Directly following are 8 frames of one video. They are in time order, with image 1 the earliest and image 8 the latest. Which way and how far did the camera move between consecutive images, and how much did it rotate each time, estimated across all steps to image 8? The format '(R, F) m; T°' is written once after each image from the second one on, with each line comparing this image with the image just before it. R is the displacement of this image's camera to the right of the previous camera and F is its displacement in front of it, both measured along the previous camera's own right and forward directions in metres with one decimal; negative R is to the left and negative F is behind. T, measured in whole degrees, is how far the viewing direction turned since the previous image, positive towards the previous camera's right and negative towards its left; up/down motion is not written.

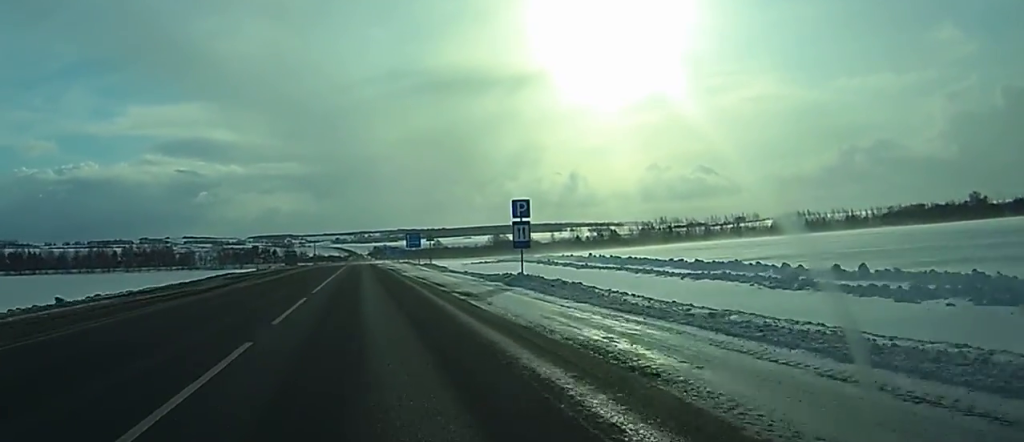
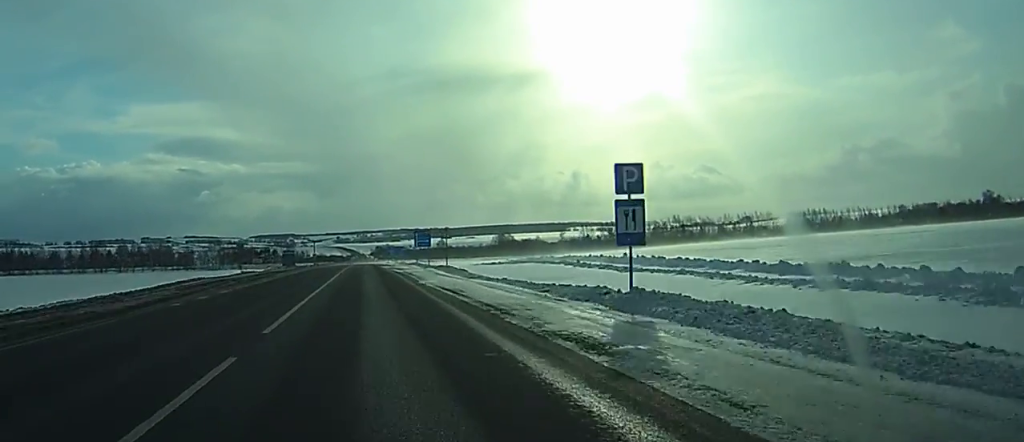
(0.0, +14.0) m; 0°
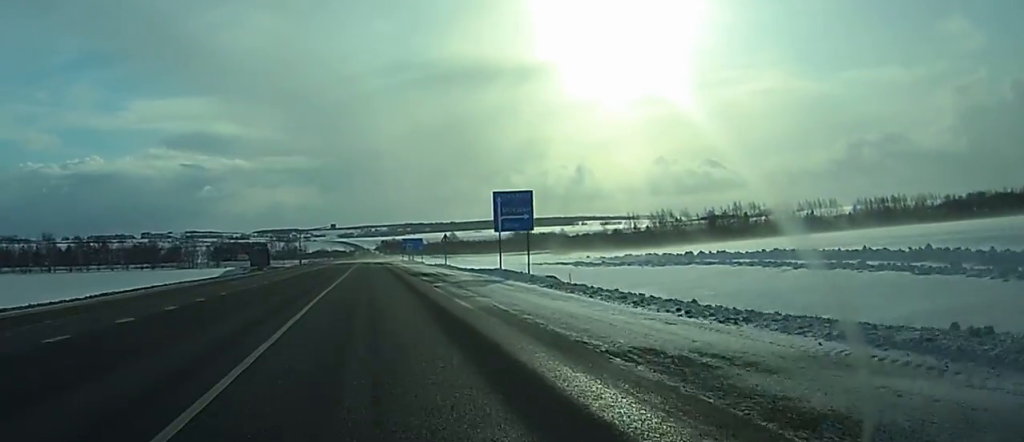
(-0.5, +64.1) m; -1°
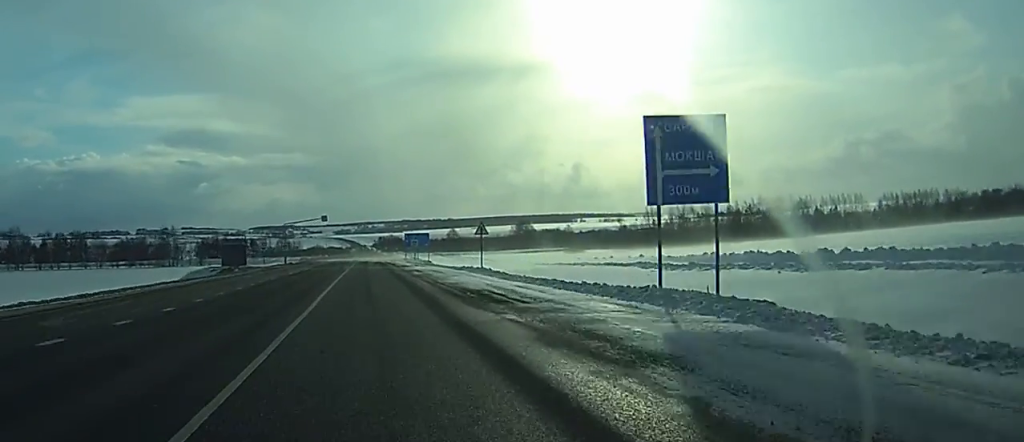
(0.0, +25.2) m; 0°
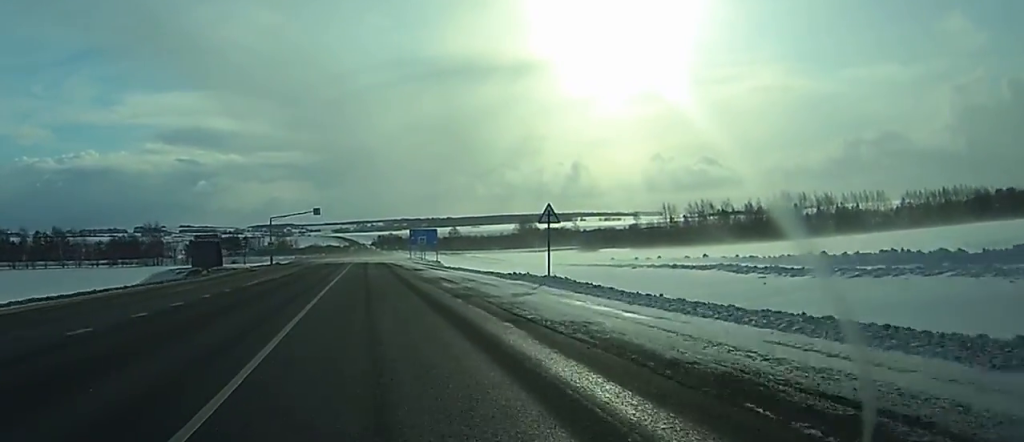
(0.0, +19.2) m; 0°
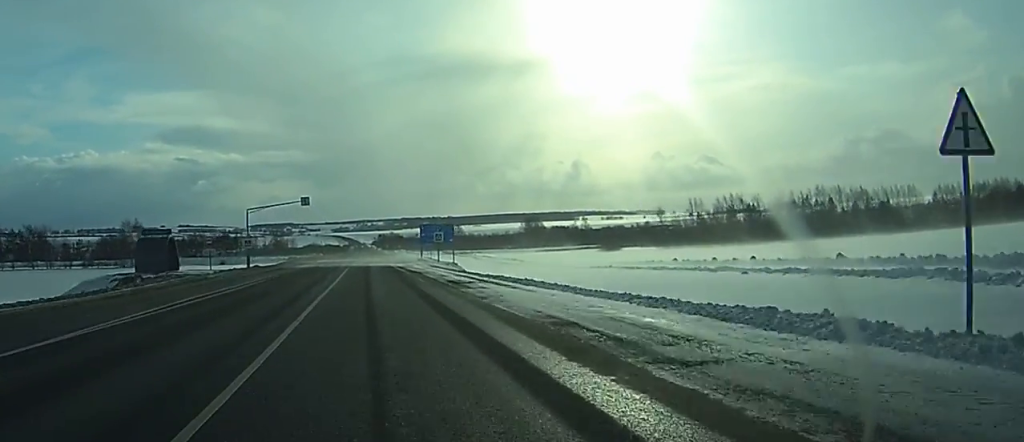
(0.0, +23.8) m; 0°
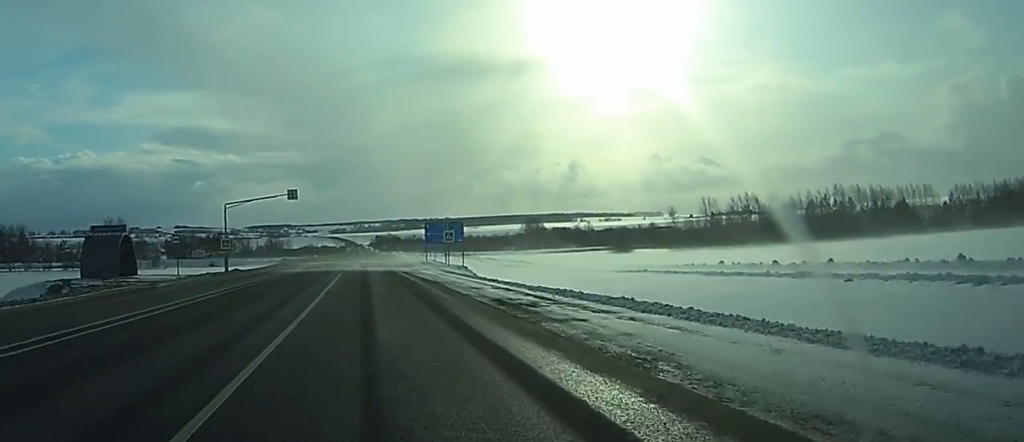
(0.0, +13.3) m; 0°
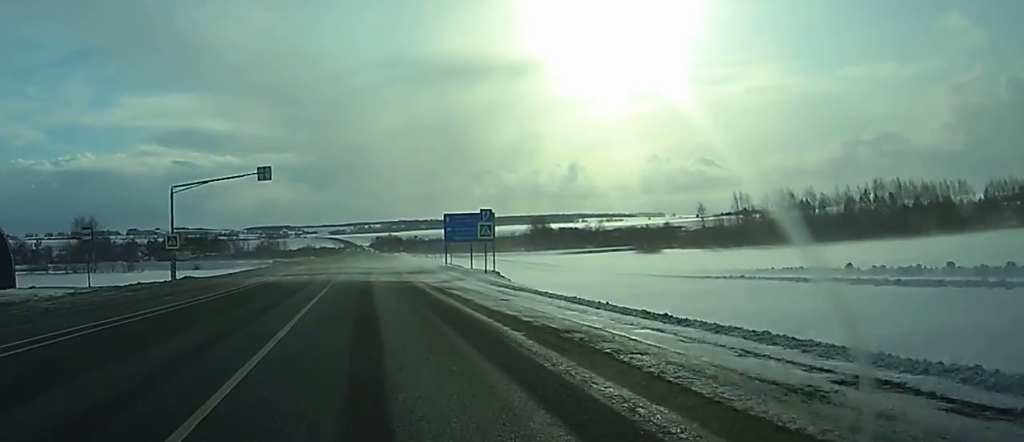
(+0.1, +22.6) m; 0°
